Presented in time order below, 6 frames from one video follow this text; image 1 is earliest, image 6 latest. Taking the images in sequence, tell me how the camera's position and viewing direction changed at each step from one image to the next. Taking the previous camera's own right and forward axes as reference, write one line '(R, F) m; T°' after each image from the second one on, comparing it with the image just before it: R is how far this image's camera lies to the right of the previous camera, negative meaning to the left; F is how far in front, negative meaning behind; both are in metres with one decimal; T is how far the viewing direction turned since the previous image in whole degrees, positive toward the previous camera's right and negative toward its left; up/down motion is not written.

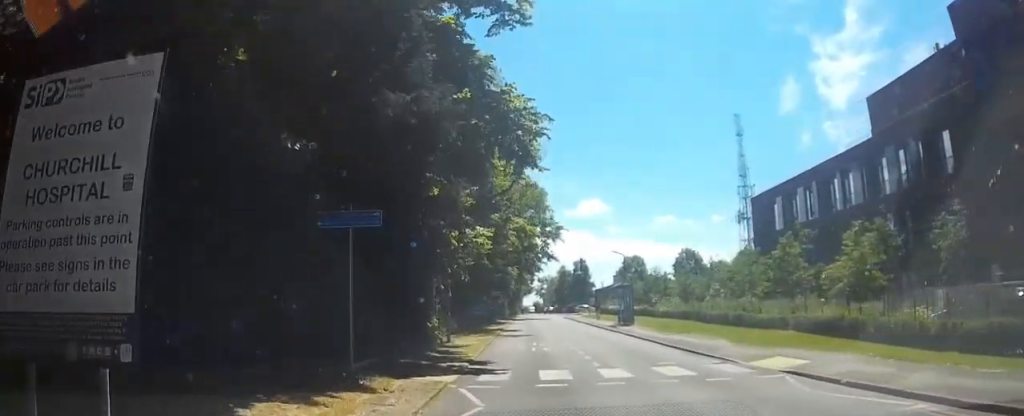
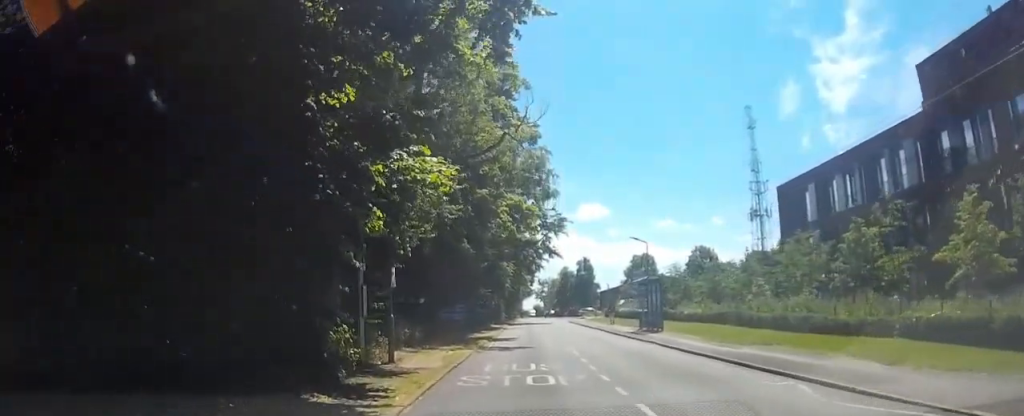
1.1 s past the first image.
(-0.2, +9.7) m; 0°
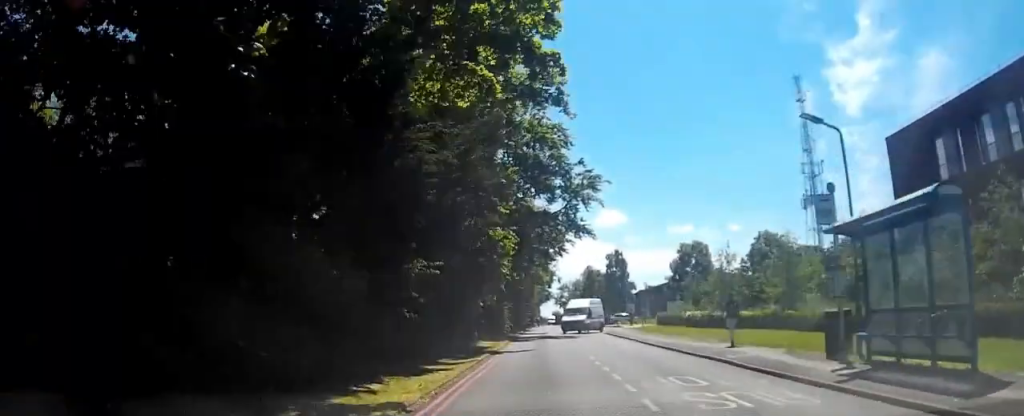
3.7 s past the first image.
(+0.5, +22.9) m; 0°
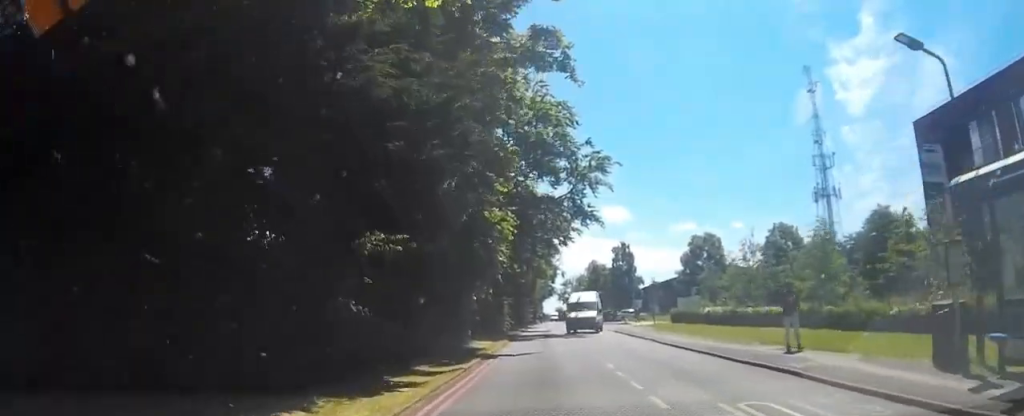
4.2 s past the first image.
(0.0, +4.3) m; 0°
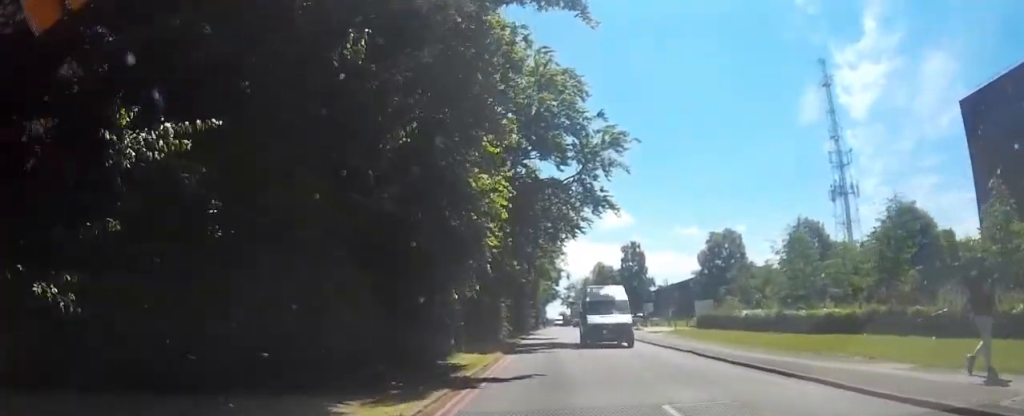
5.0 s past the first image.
(0.0, +6.8) m; 0°
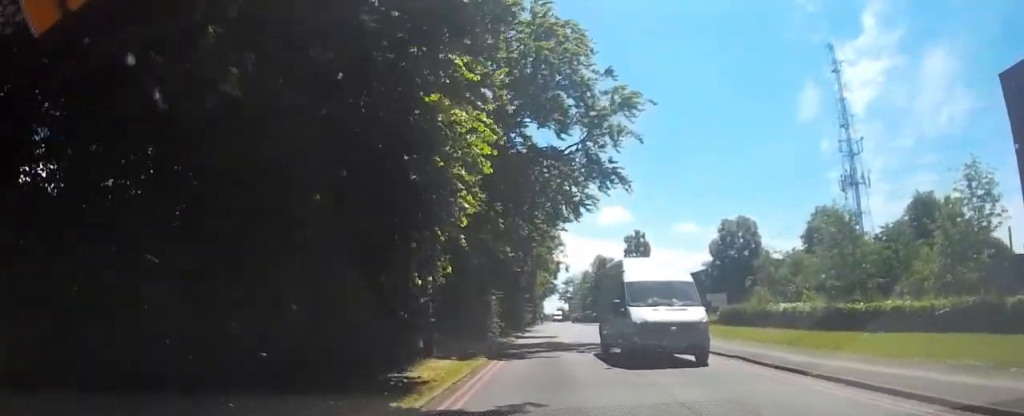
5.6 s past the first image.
(0.0, +5.2) m; 0°
